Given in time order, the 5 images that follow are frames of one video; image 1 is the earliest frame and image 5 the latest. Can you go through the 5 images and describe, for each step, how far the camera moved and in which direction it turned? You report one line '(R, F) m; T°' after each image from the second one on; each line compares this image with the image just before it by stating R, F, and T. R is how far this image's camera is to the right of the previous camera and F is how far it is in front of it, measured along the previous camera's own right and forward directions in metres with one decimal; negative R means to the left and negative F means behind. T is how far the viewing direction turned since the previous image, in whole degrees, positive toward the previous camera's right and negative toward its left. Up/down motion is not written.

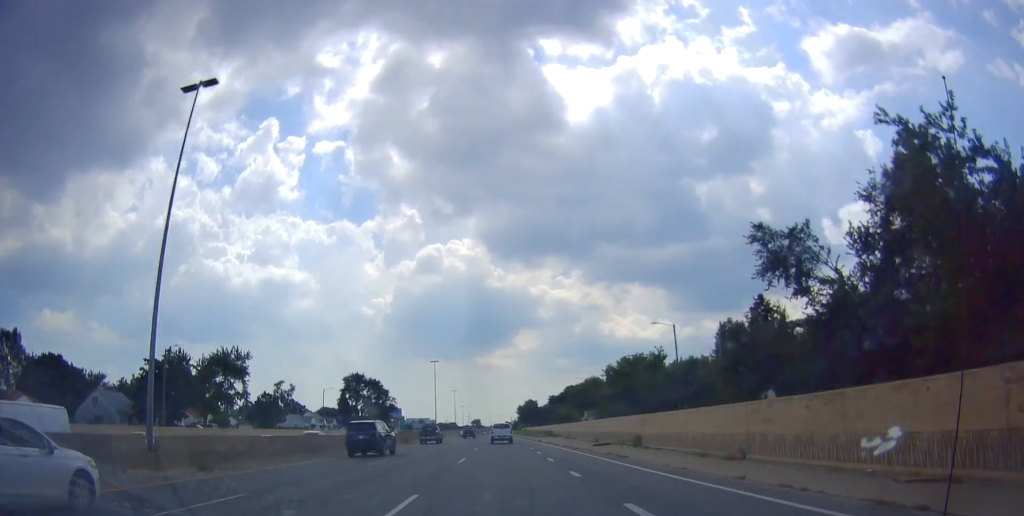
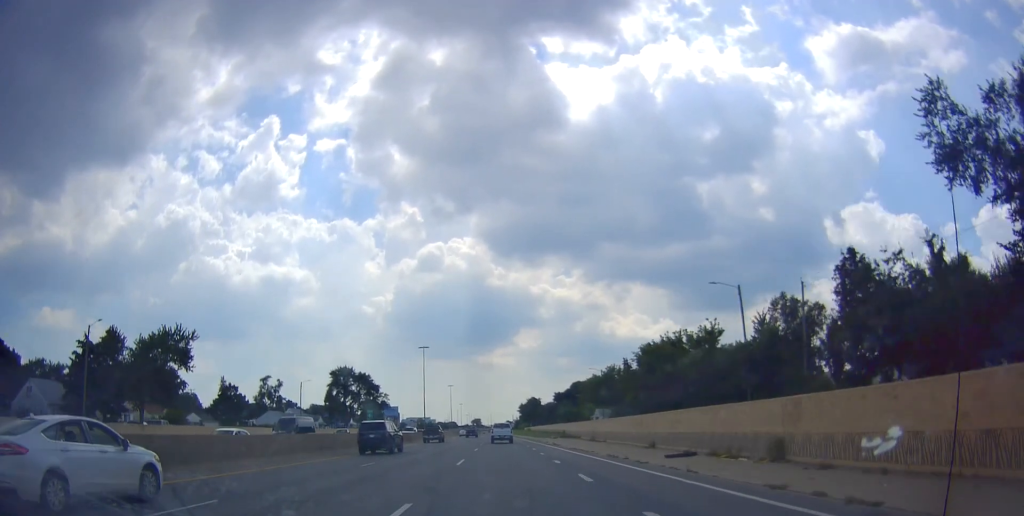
(+0.4, +16.6) m; 0°
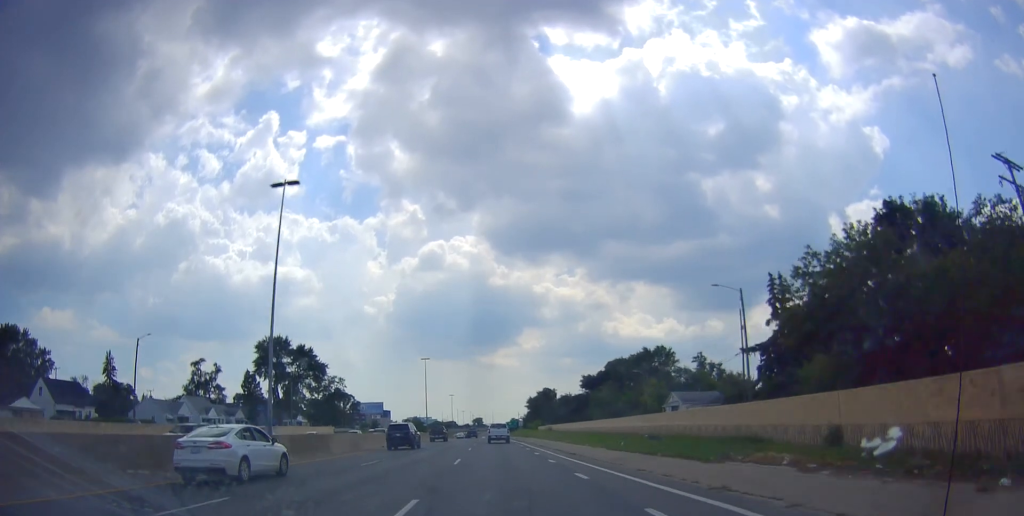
(-0.8, +59.7) m; -1°
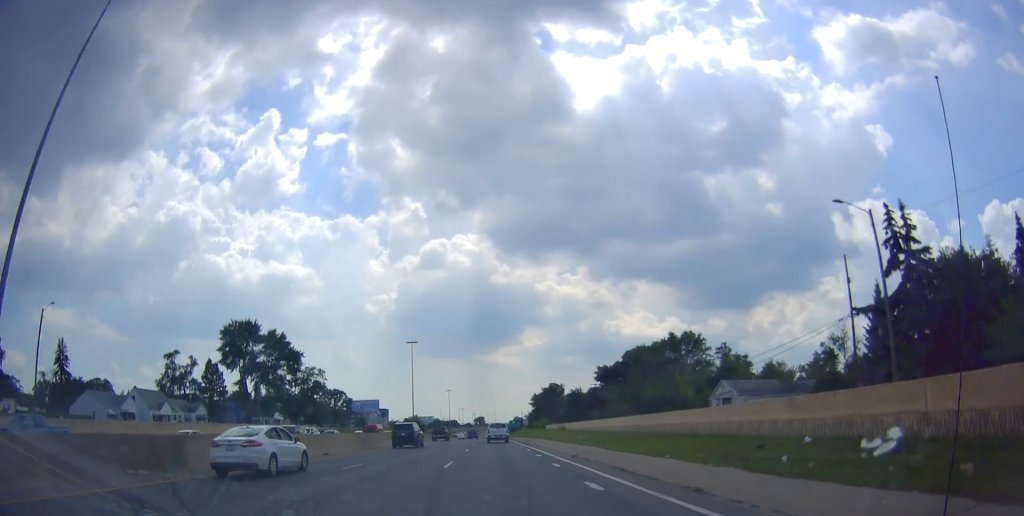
(0.0, +18.0) m; 0°
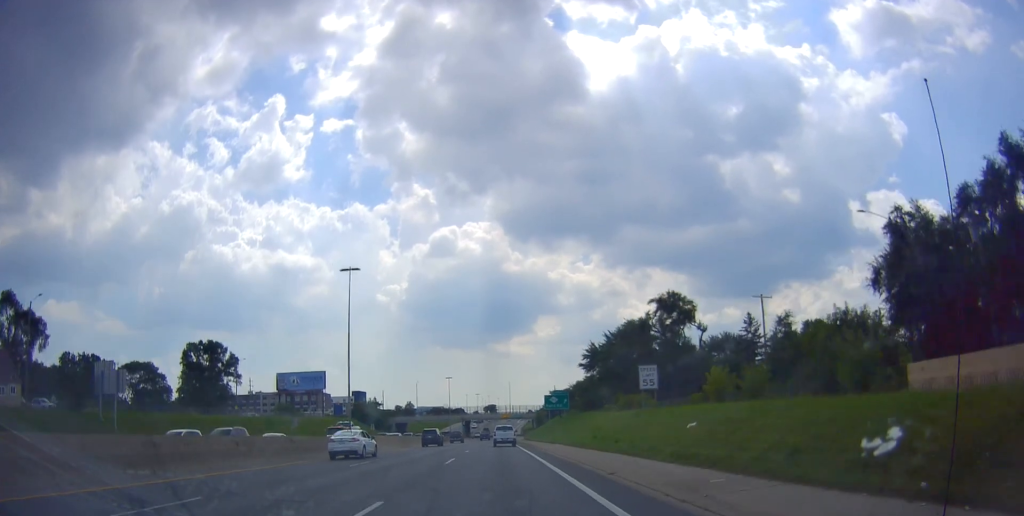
(-0.3, +120.2) m; 0°
